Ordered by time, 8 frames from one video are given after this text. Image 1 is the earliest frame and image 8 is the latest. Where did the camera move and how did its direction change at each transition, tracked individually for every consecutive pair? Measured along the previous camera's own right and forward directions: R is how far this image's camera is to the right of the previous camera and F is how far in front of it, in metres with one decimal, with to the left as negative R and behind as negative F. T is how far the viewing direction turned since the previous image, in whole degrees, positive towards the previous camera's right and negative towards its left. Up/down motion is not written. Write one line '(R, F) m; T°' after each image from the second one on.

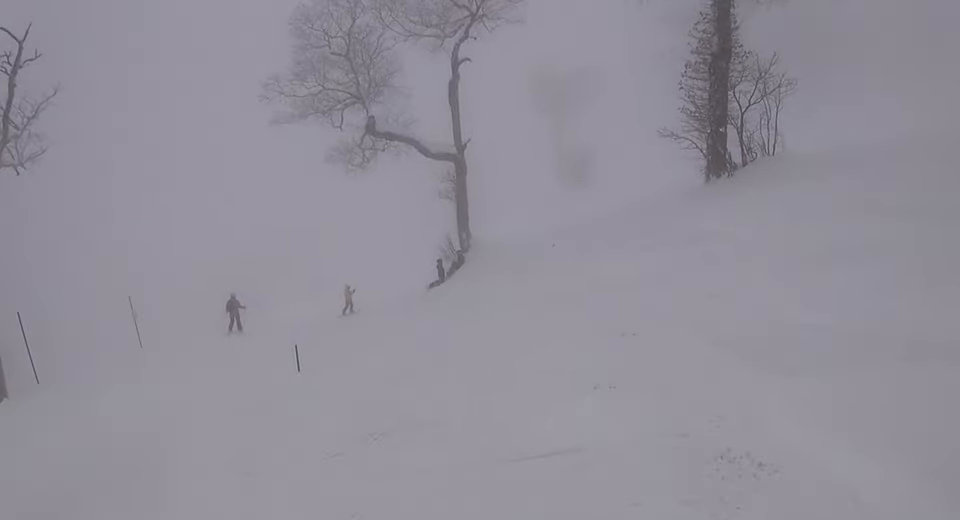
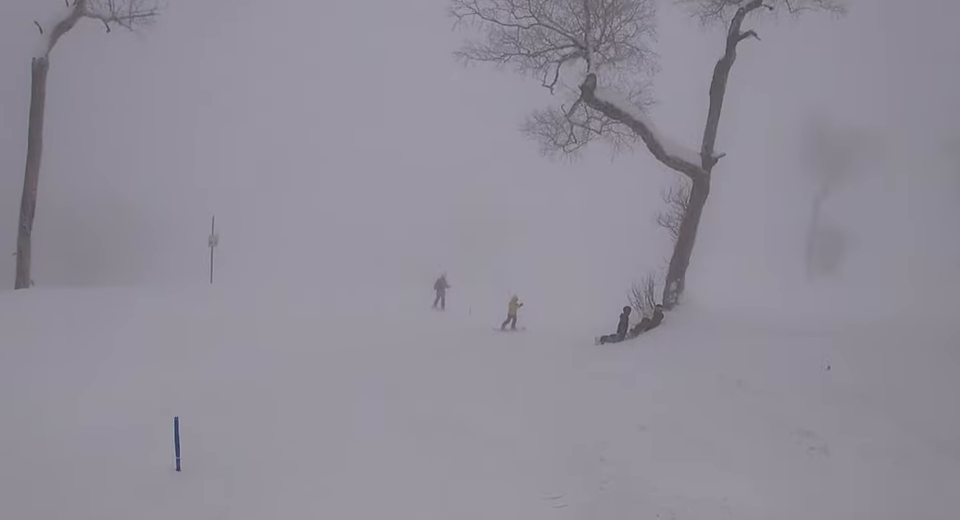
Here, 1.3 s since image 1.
(-0.3, +6.6) m; -12°
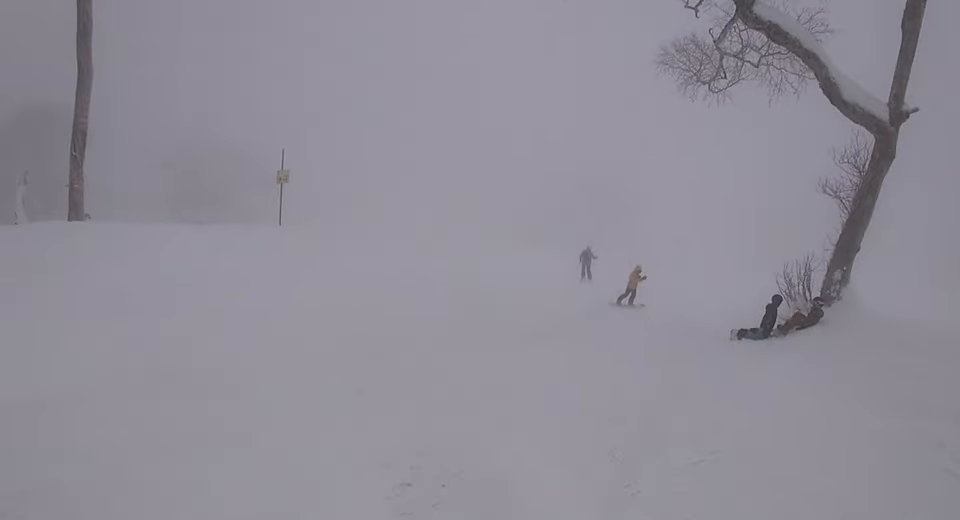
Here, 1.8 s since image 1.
(-0.2, +2.7) m; -5°
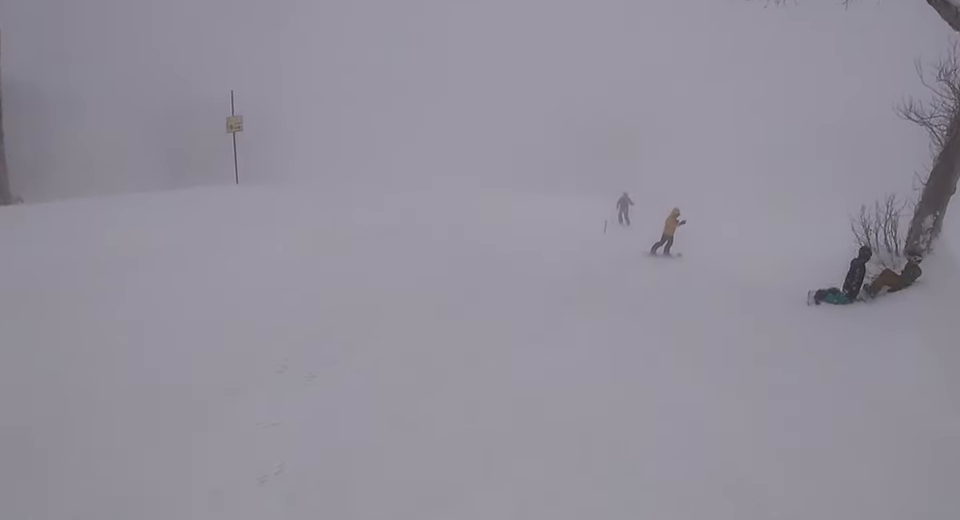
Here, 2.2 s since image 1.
(0.0, +2.5) m; 0°
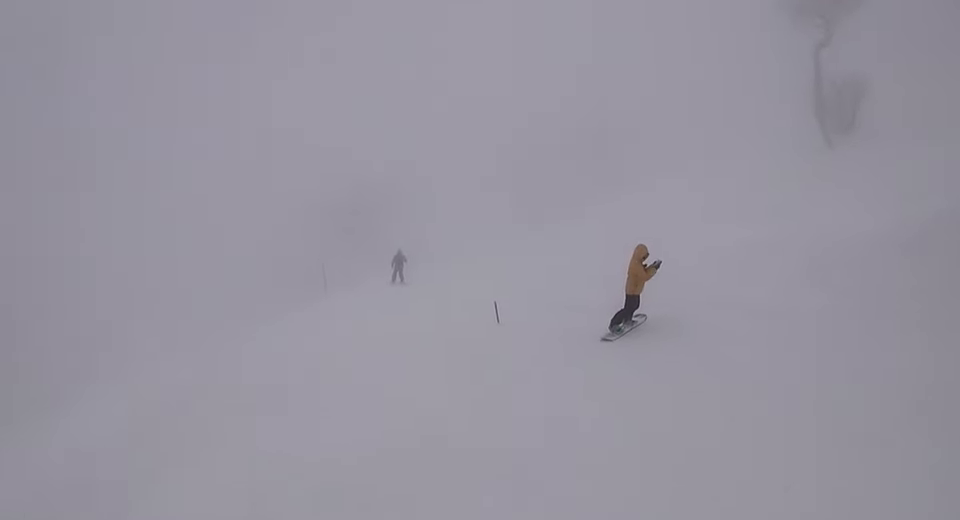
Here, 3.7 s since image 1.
(+0.2, +8.3) m; +15°
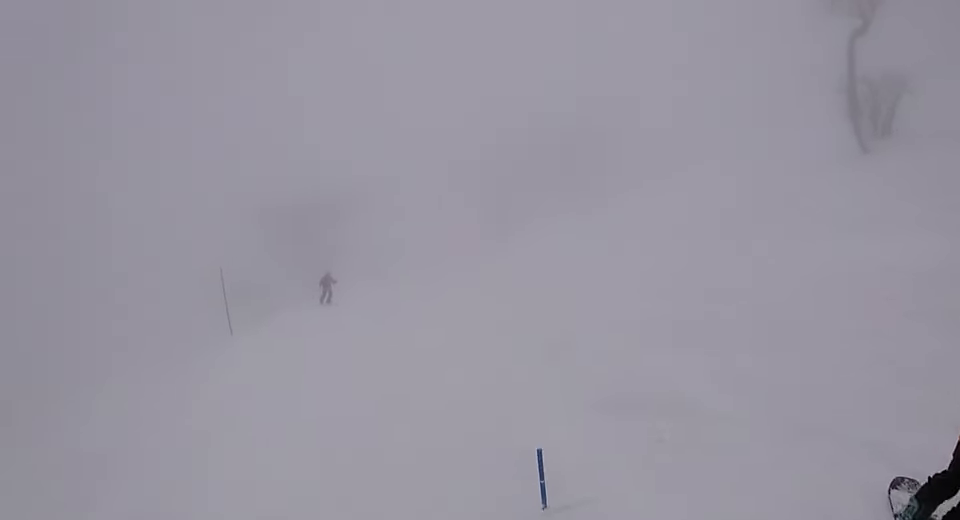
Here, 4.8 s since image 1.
(+1.1, +6.0) m; +7°
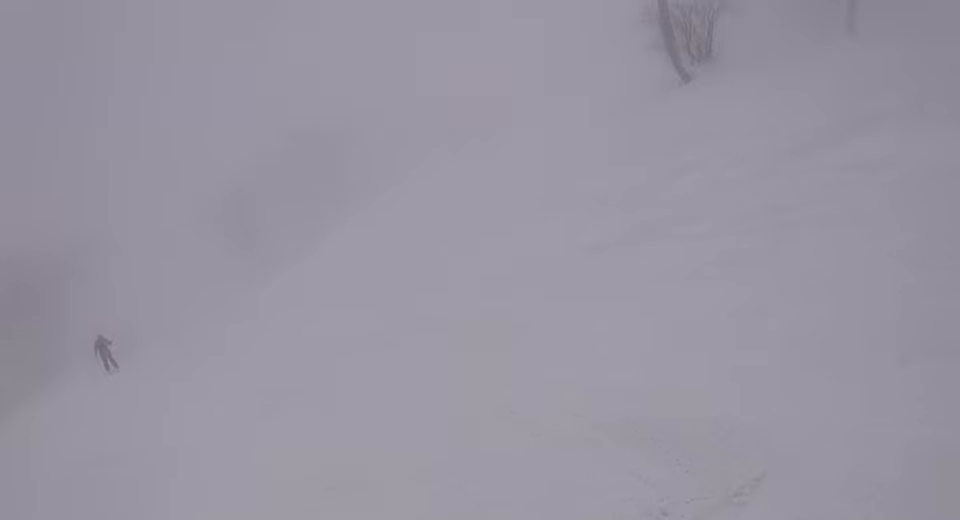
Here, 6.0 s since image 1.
(+0.4, +6.4) m; +13°
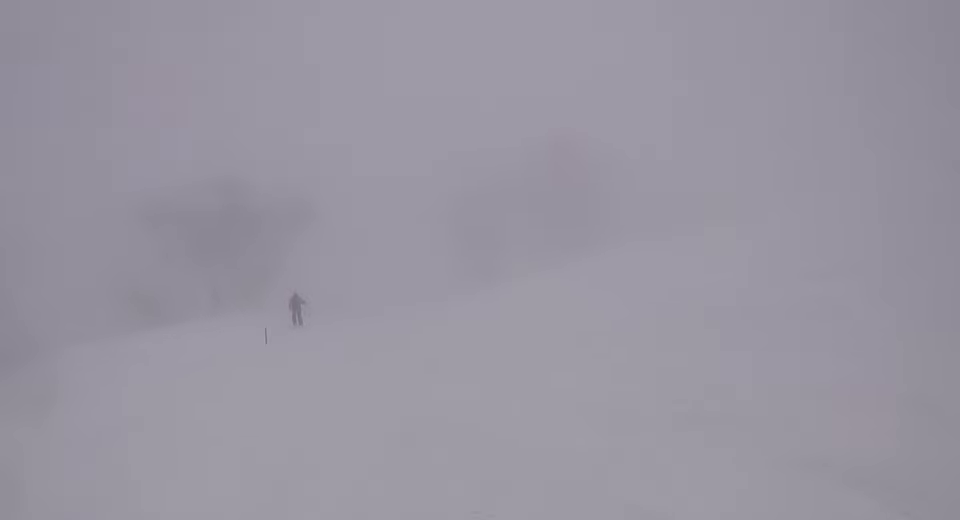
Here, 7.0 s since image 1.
(+0.5, +4.9) m; -13°
